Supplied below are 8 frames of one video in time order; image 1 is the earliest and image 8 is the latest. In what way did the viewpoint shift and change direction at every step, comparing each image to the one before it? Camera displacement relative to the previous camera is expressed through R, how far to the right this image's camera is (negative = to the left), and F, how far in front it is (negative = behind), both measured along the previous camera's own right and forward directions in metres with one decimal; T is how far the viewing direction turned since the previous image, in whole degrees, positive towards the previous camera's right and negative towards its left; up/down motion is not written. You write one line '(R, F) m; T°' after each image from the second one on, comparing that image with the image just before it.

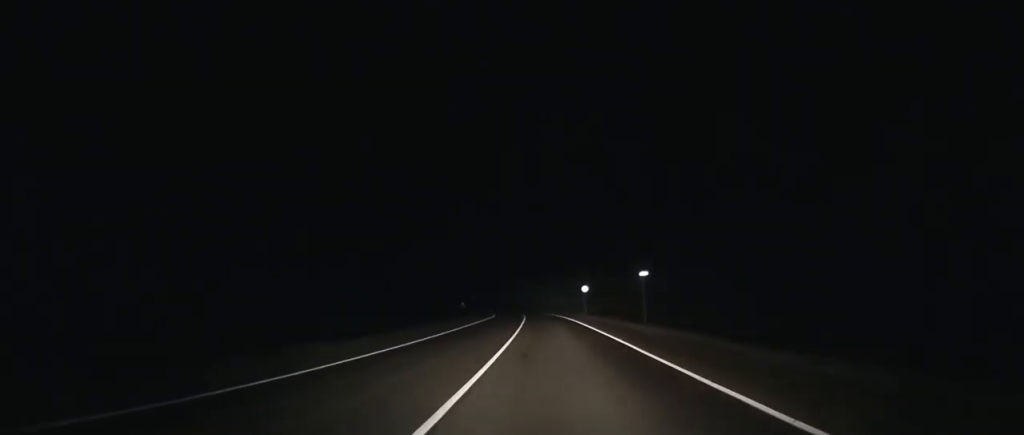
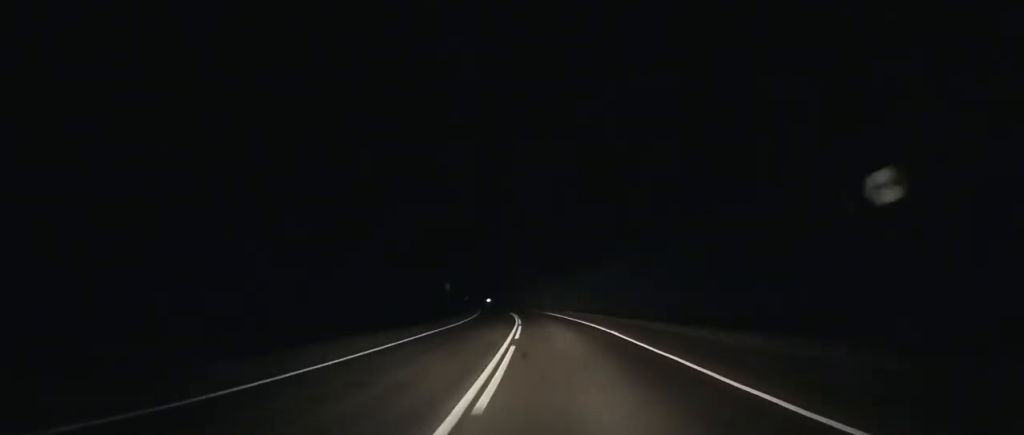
(-2.3, +64.1) m; -4°
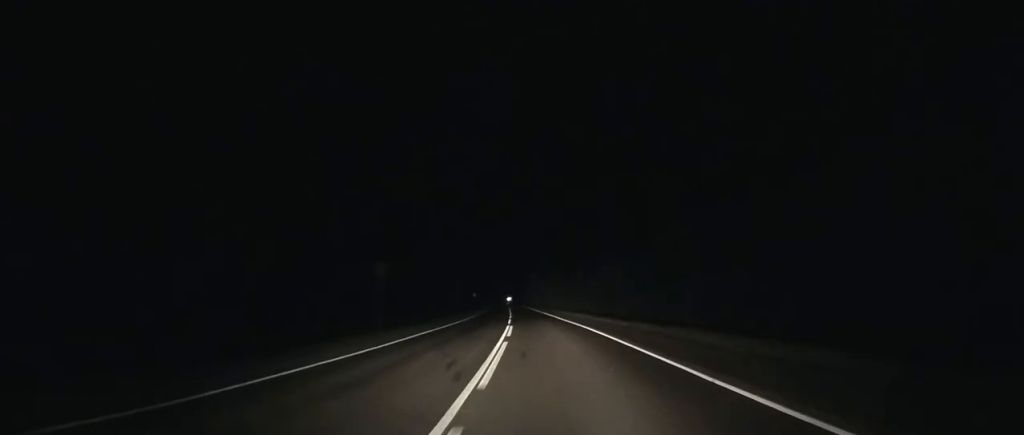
(-0.1, +35.9) m; -2°
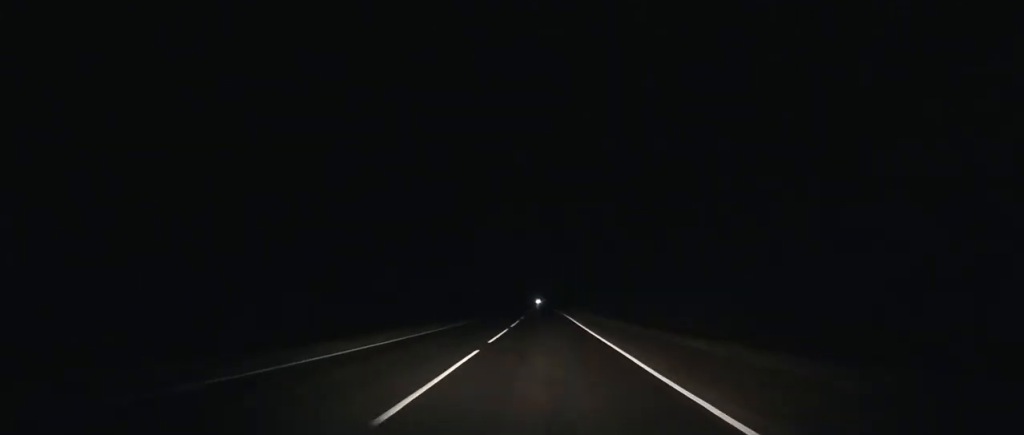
(-3.3, +76.1) m; -3°
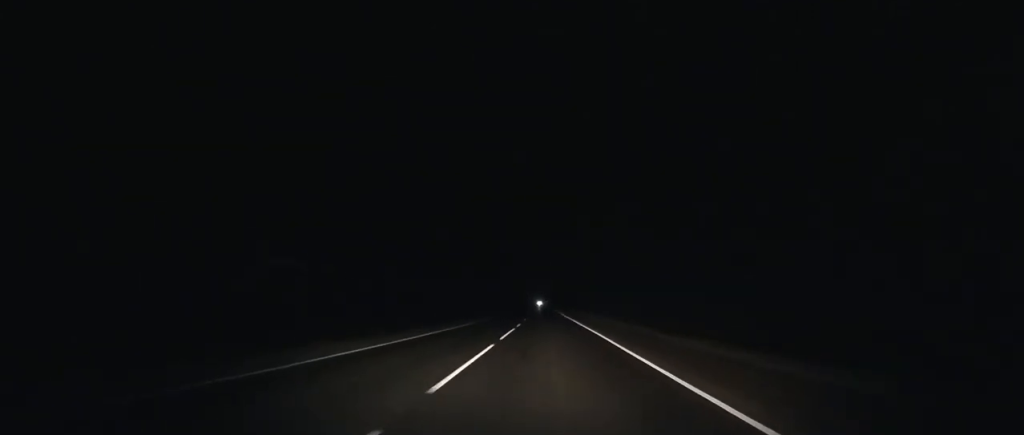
(-0.6, +32.8) m; 0°
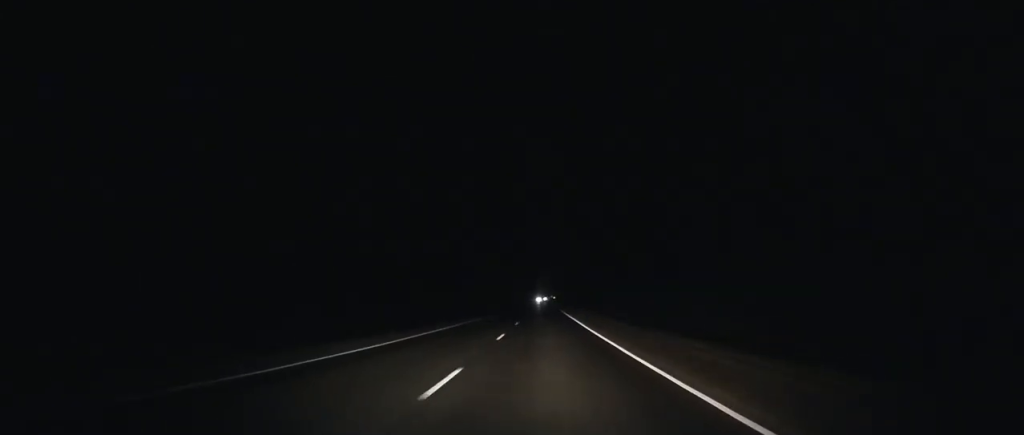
(-0.7, +104.4) m; -1°
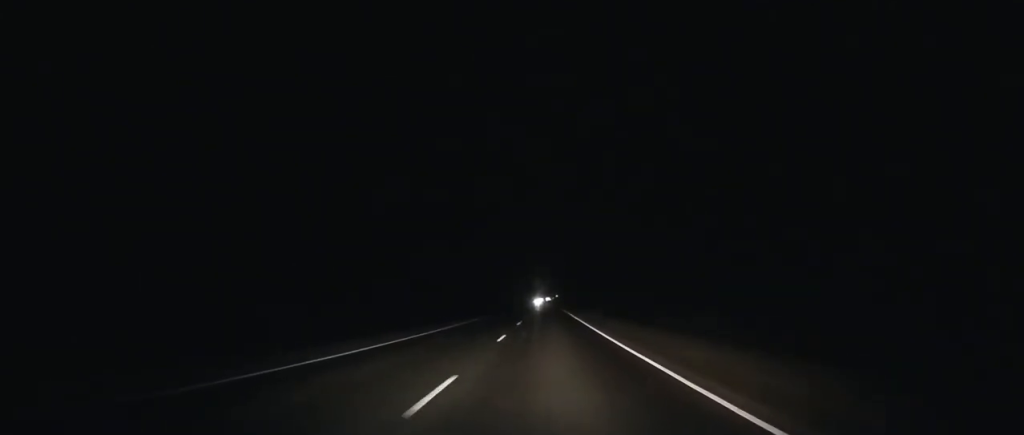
(-0.4, +111.0) m; 0°
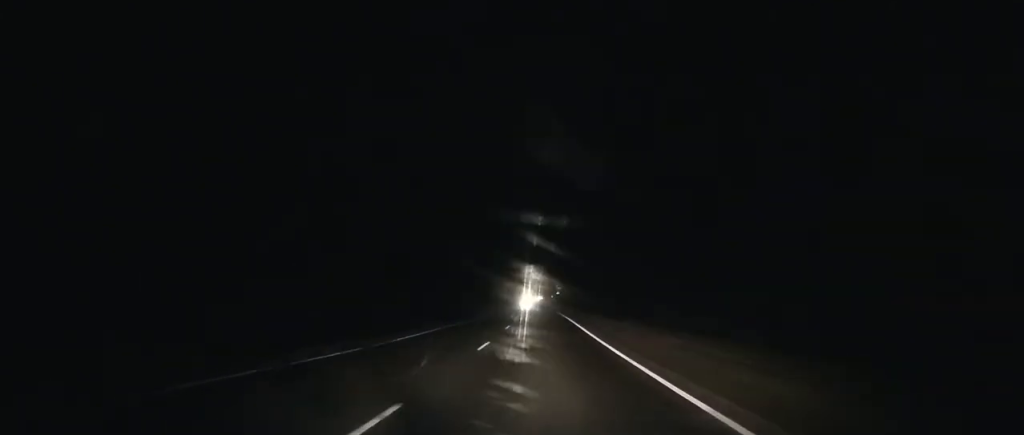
(+0.4, +76.1) m; 0°
